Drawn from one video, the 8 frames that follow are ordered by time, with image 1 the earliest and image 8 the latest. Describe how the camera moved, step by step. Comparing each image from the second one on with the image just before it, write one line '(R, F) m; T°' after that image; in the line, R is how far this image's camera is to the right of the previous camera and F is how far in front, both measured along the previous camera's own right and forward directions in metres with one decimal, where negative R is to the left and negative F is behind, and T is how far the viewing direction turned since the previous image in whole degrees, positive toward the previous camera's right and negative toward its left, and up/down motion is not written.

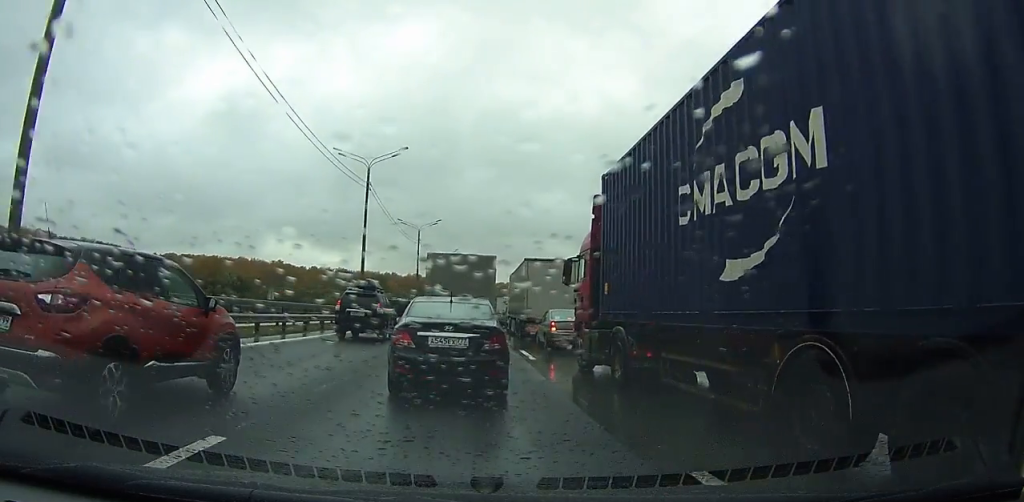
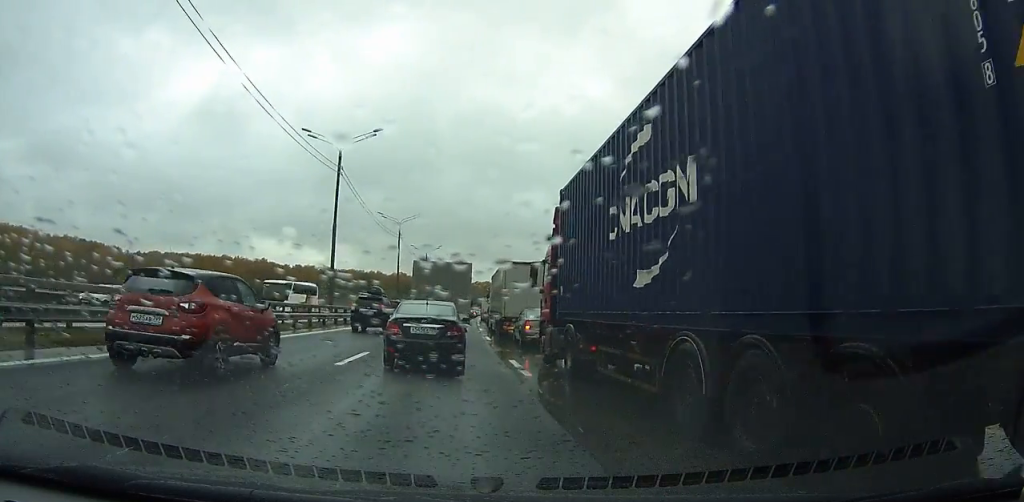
(+0.1, +5.8) m; 0°
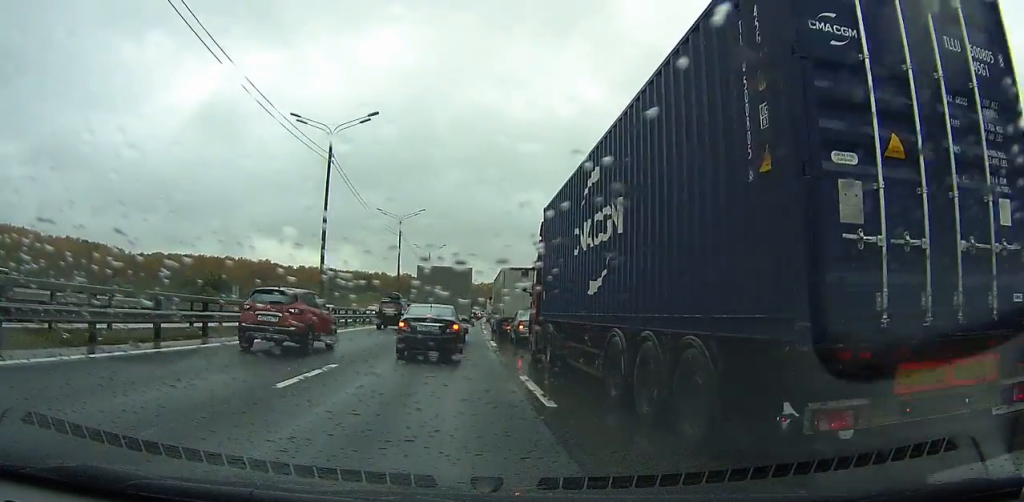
(-0.1, +5.4) m; -1°
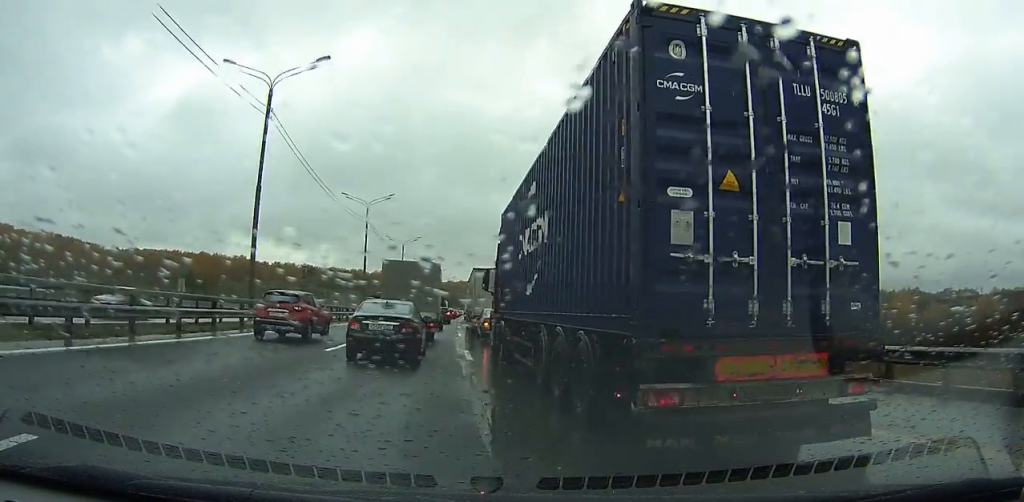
(-0.1, +7.6) m; -1°
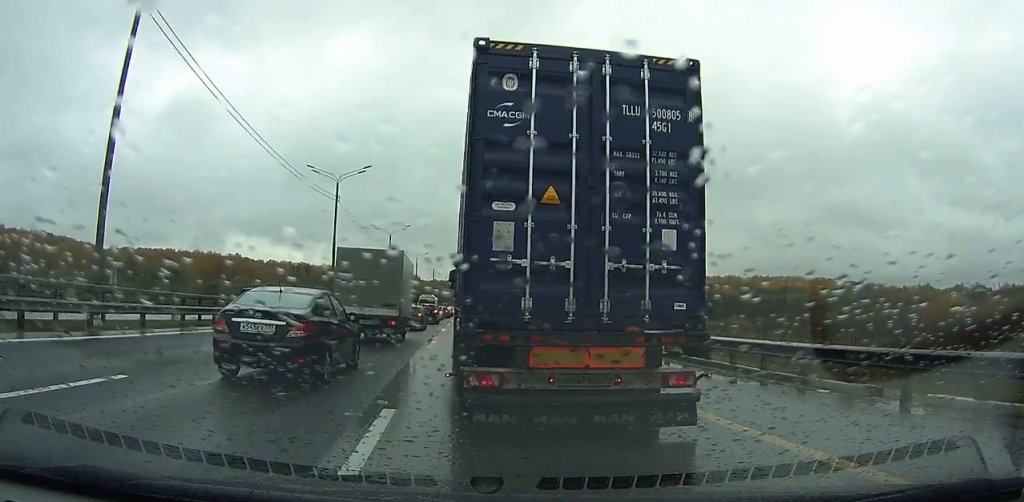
(0.0, +9.4) m; 0°
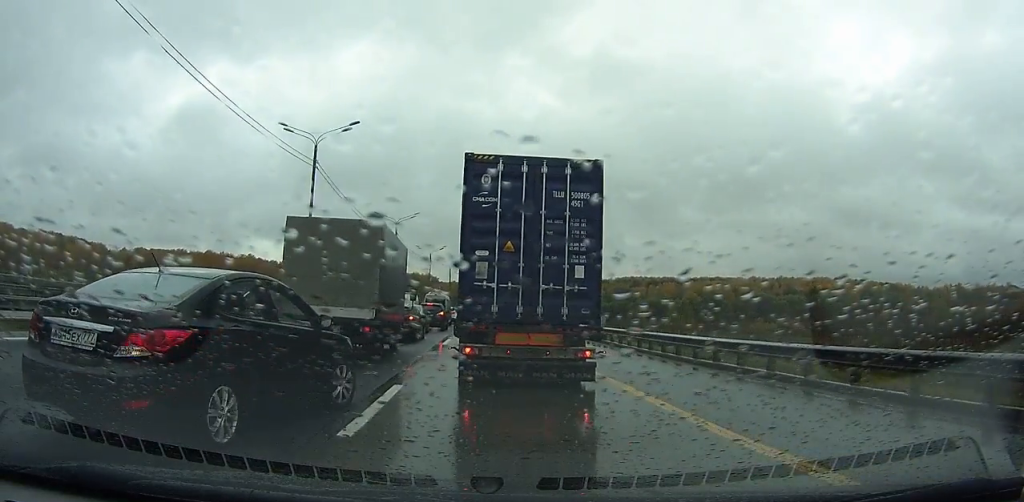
(-0.1, +12.3) m; 0°
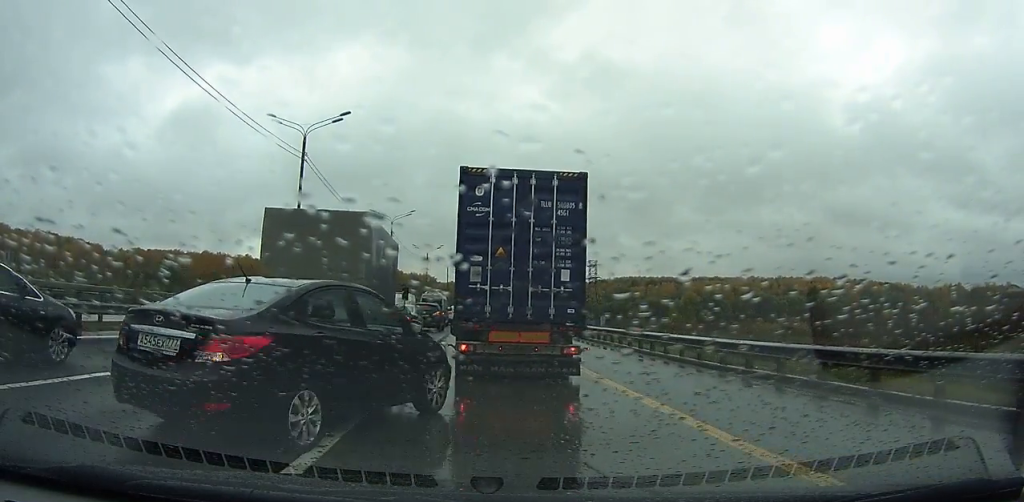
(0.0, +3.2) m; +1°
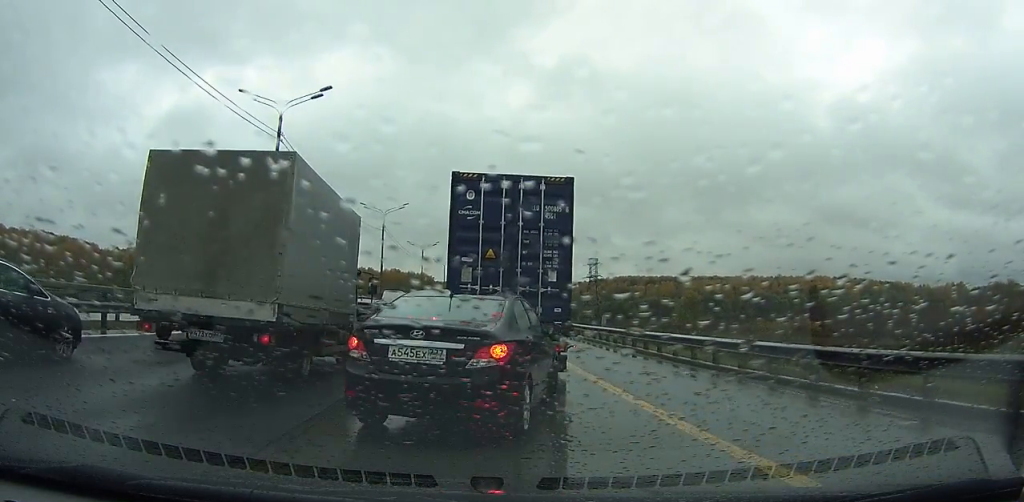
(0.0, +4.6) m; -1°
